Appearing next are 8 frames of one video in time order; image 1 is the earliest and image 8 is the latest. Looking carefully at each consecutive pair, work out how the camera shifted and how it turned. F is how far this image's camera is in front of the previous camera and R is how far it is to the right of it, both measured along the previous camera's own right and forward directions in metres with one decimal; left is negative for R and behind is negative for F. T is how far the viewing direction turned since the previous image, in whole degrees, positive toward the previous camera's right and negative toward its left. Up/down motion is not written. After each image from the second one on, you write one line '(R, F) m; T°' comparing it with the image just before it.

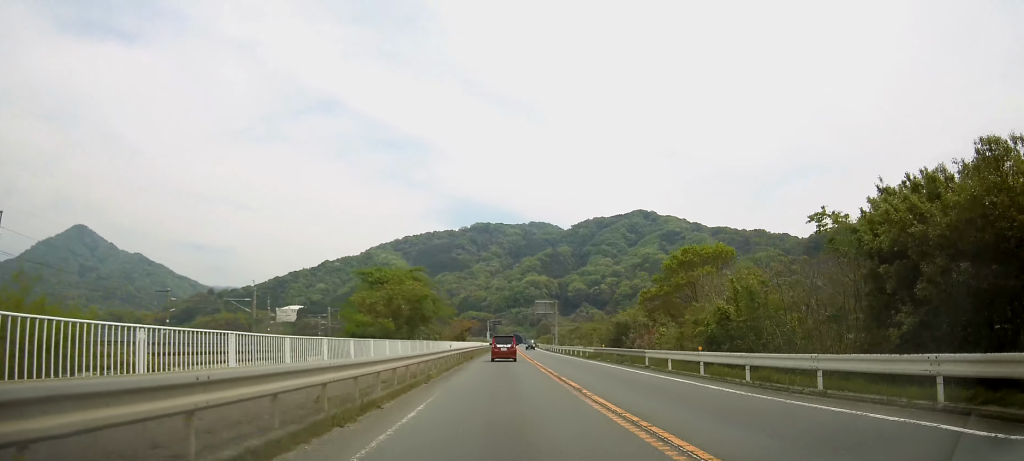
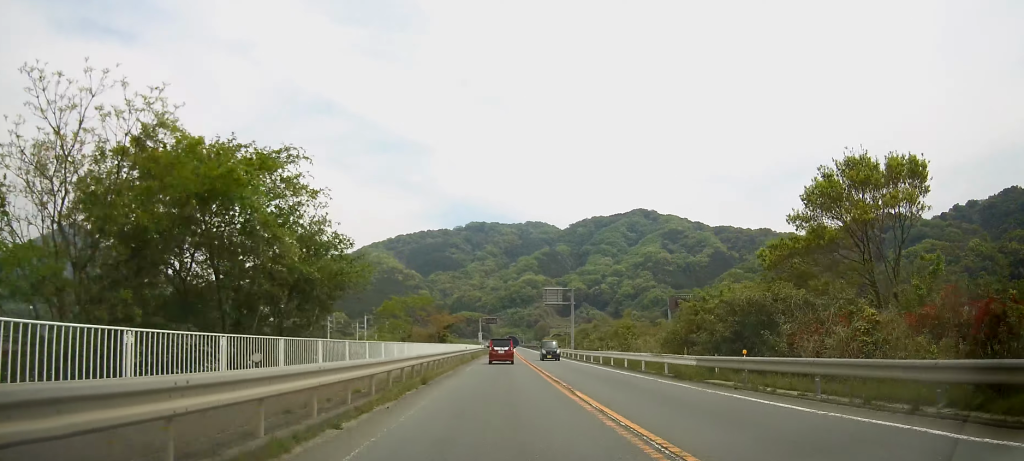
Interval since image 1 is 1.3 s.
(+0.2, +24.4) m; 0°
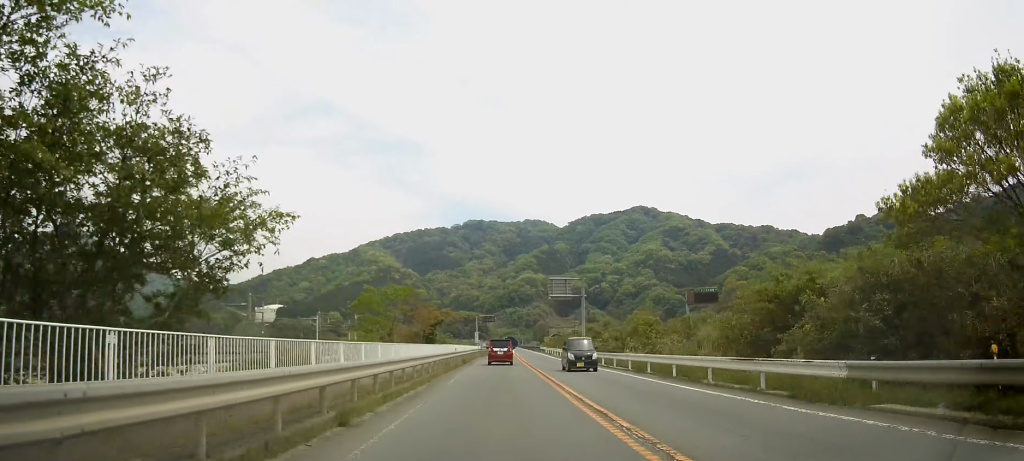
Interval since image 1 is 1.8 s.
(0.0, +9.3) m; 0°
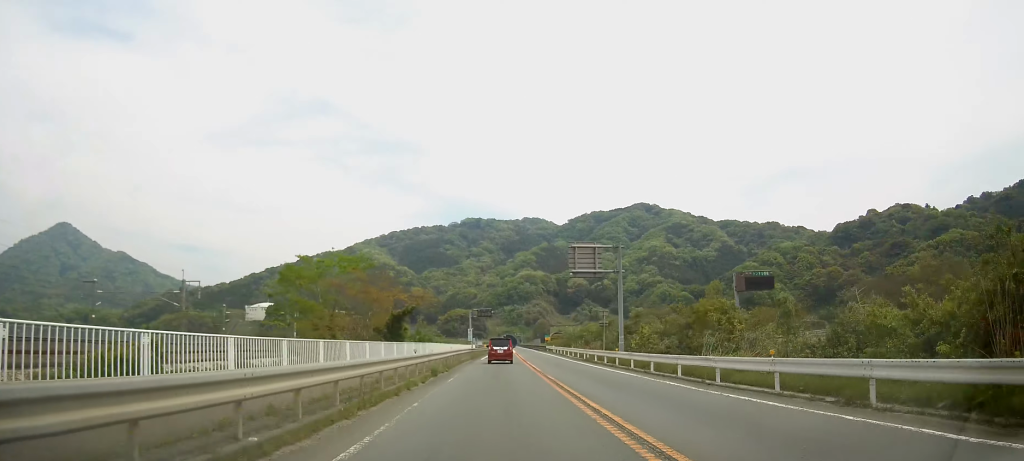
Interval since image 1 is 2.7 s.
(0.0, +16.8) m; 0°
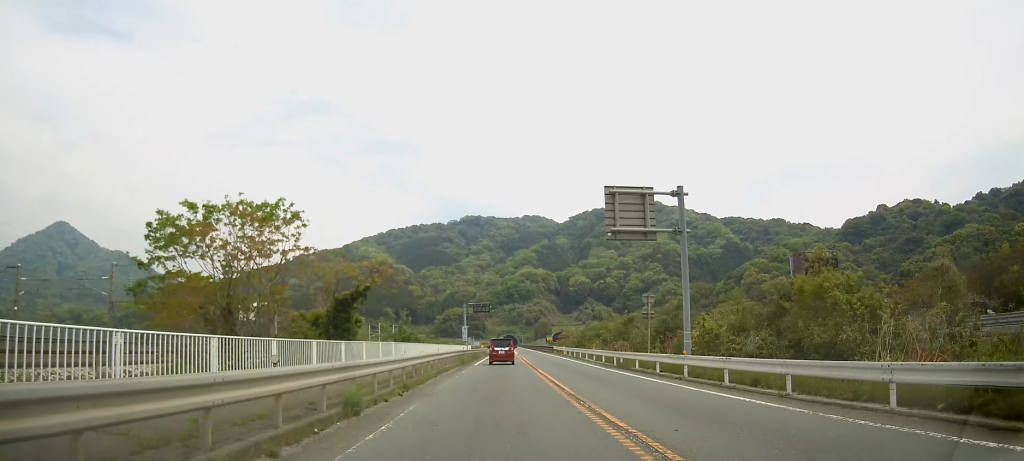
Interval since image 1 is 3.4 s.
(+0.1, +12.6) m; 0°
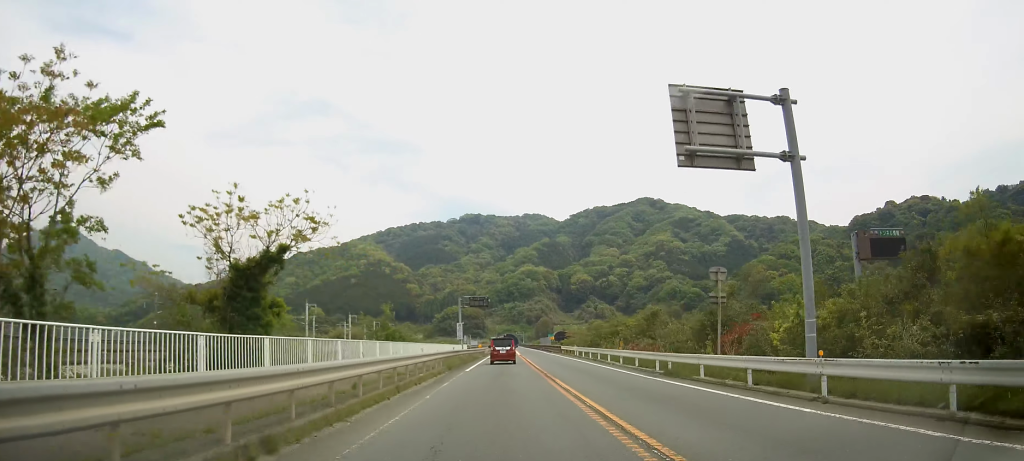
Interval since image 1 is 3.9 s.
(0.0, +9.5) m; 0°
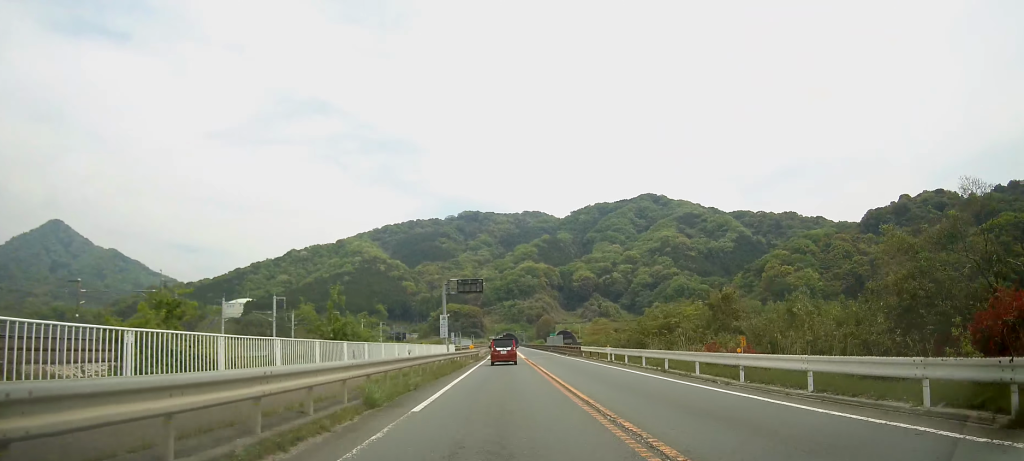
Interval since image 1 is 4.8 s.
(0.0, +17.2) m; 0°
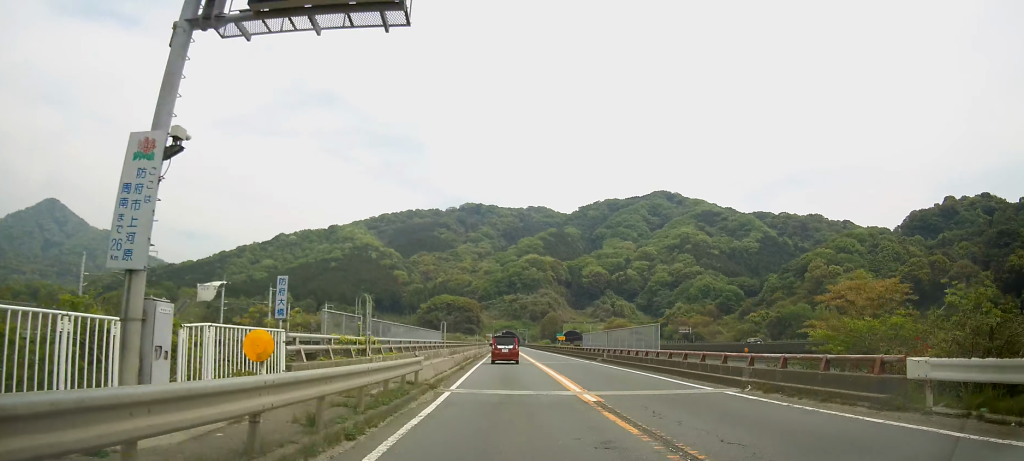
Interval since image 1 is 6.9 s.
(+0.1, +41.2) m; +1°
